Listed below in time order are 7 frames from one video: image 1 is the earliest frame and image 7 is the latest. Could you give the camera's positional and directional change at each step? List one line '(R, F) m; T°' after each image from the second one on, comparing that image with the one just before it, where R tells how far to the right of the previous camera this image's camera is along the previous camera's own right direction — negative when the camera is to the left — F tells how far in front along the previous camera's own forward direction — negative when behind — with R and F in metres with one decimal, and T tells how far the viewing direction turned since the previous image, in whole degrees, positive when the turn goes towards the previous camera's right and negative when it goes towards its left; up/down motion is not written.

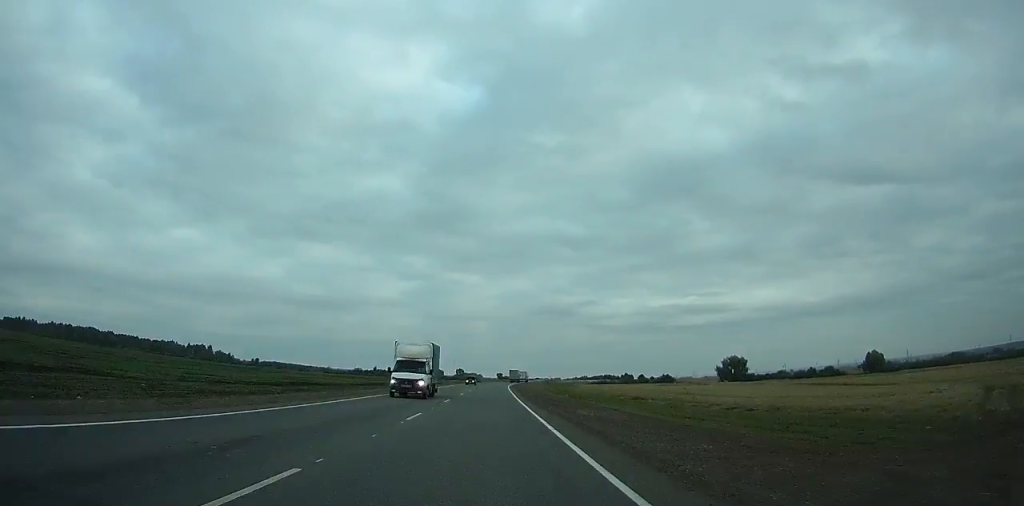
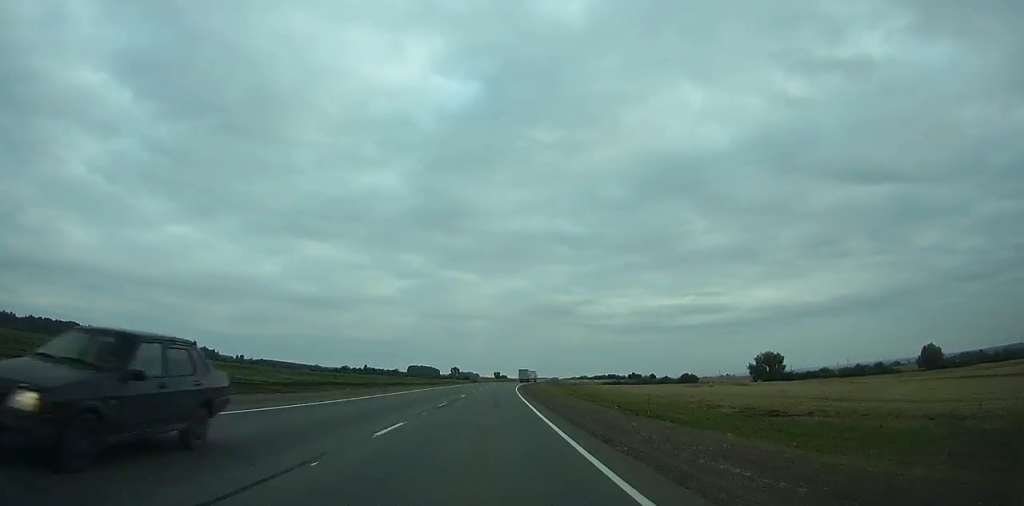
(+0.3, +41.7) m; +1°
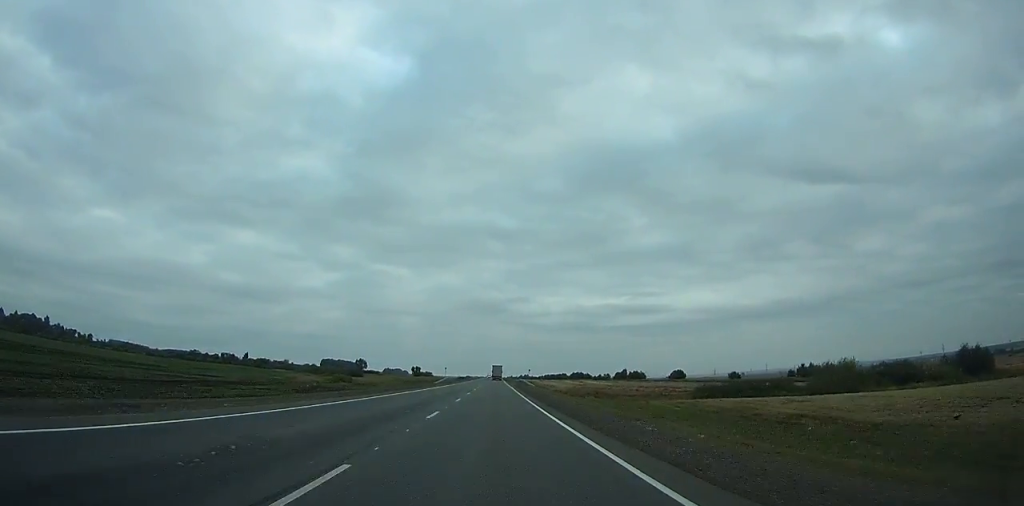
(+7.8, +187.2) m; +5°
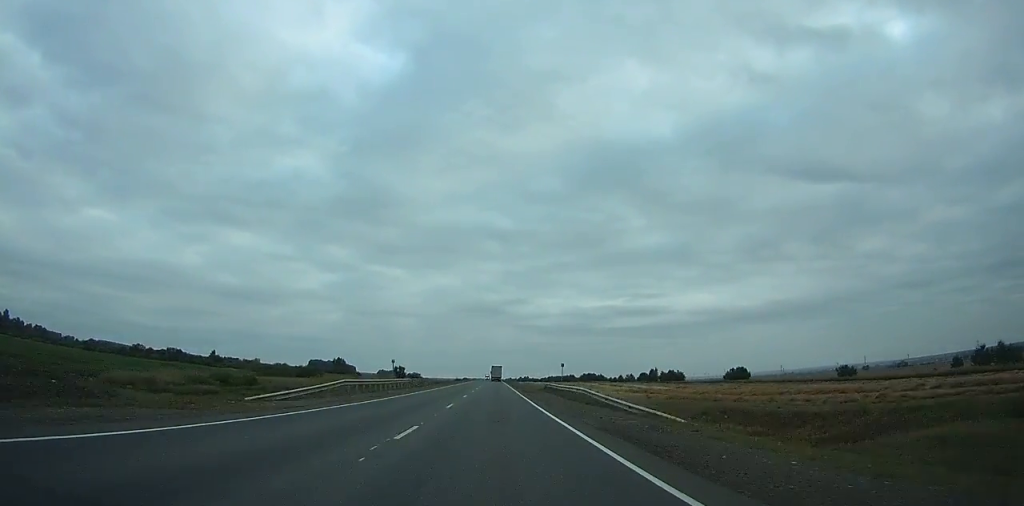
(+1.2, +65.3) m; +1°
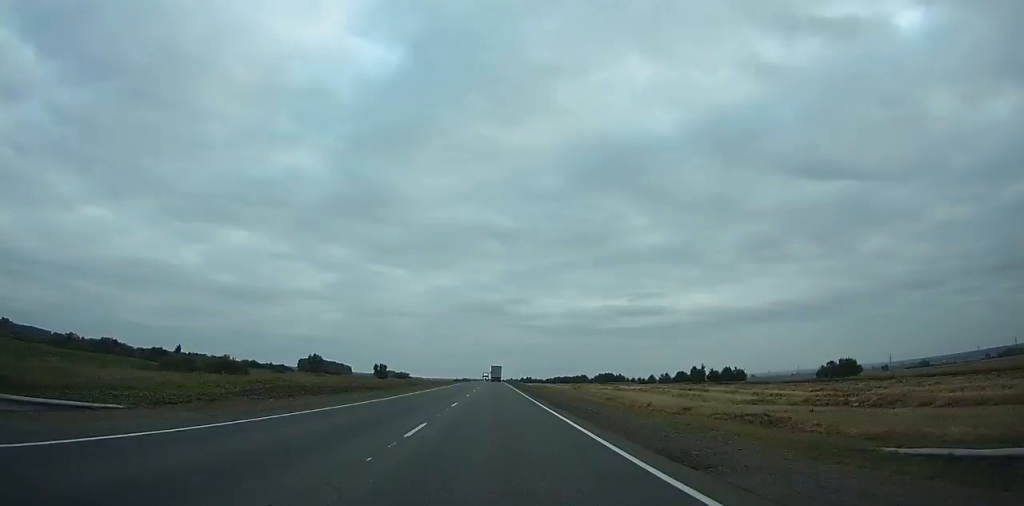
(+0.3, +60.3) m; 0°
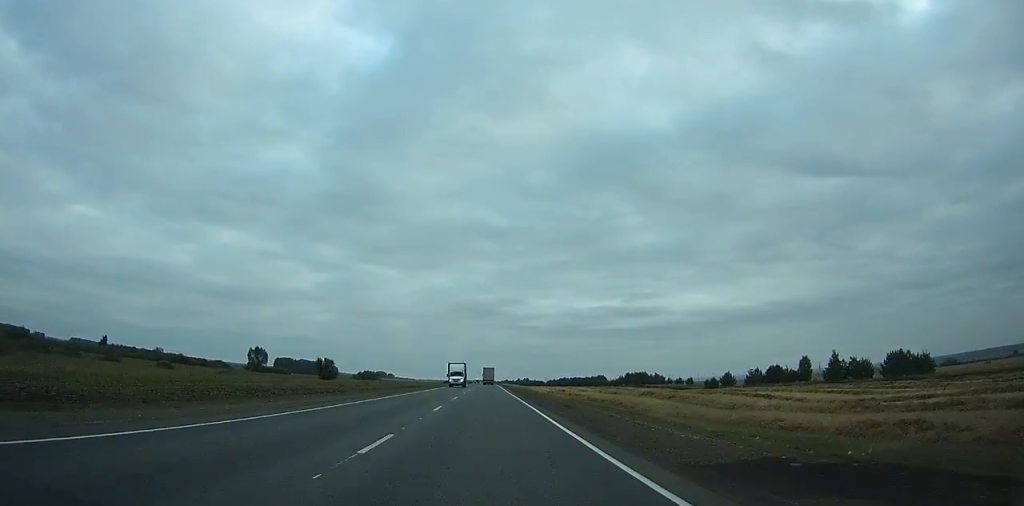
(-0.2, +85.0) m; 0°
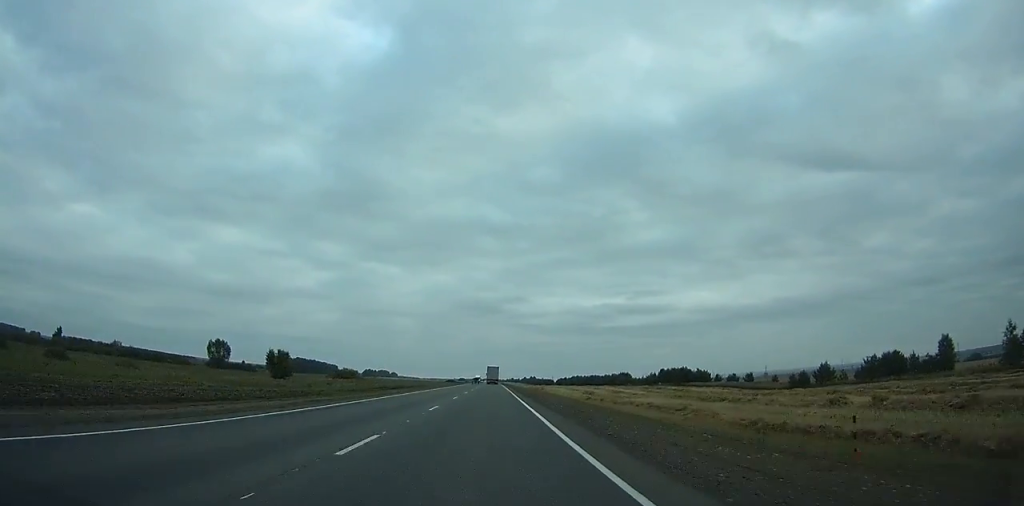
(+0.2, +49.2) m; 0°
